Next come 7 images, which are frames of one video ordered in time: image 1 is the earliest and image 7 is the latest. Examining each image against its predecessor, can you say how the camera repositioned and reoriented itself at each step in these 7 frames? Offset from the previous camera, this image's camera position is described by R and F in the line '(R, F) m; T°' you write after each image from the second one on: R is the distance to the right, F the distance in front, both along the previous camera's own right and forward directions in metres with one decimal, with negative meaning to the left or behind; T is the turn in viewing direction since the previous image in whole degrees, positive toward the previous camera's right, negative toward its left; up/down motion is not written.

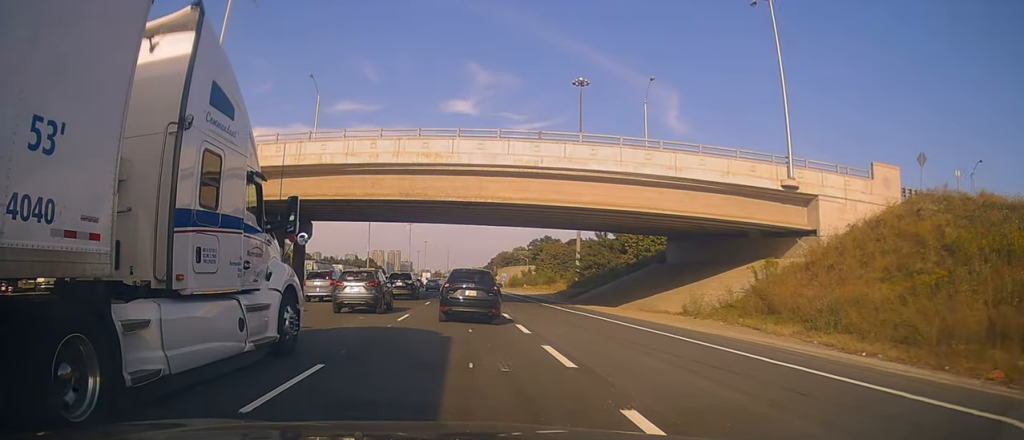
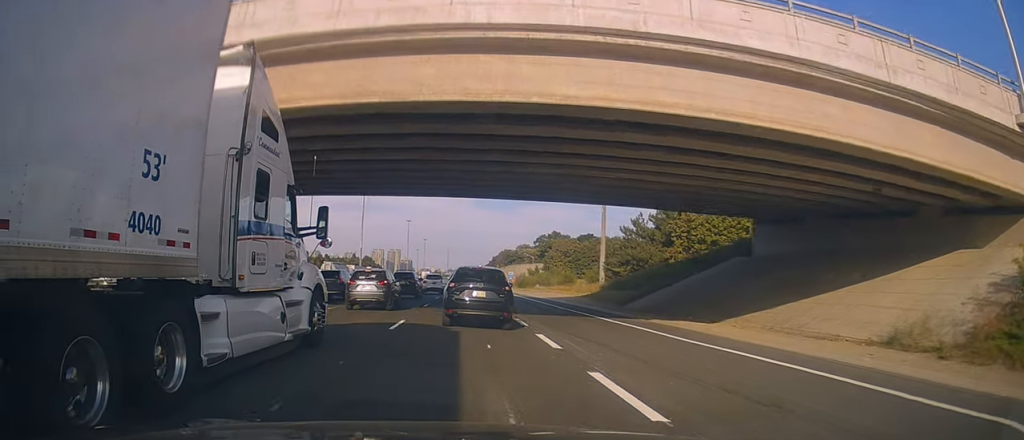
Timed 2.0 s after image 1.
(-0.8, +16.9) m; -4°
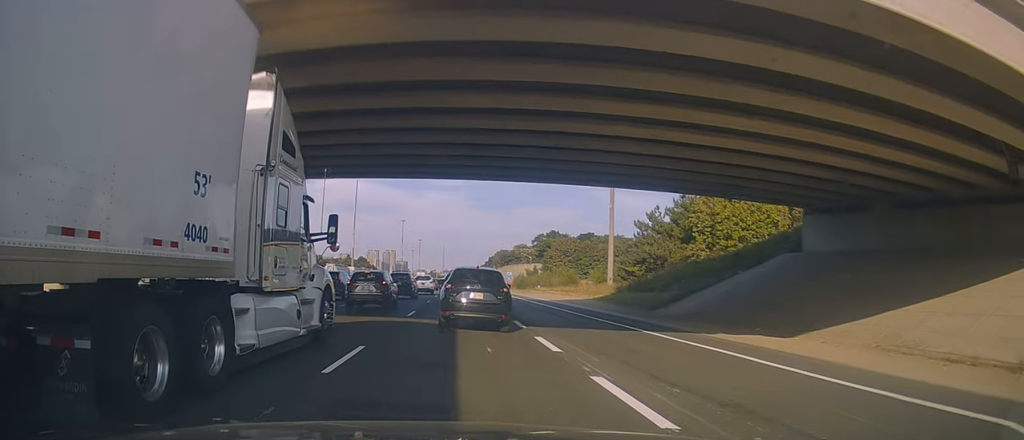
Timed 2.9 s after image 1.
(+0.3, +6.8) m; +5°
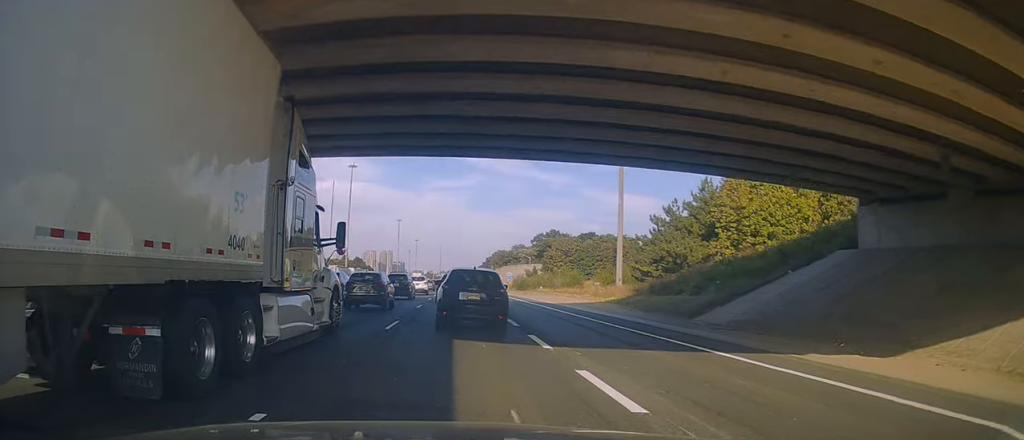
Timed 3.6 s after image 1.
(+0.4, +5.6) m; +1°
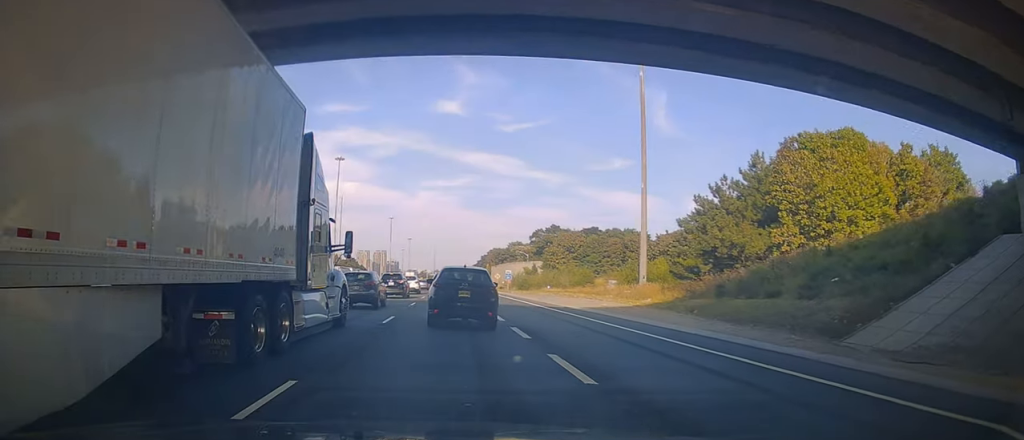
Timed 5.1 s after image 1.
(-0.3, +10.4) m; 0°
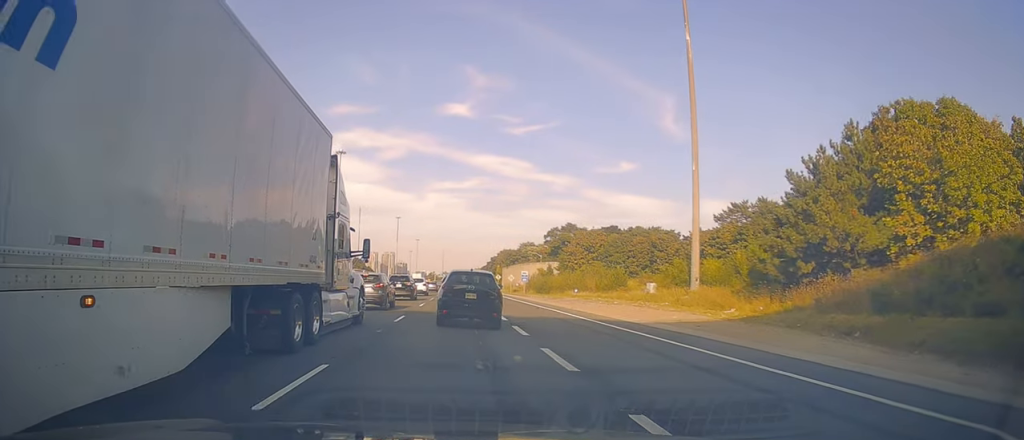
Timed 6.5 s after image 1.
(-0.2, +9.9) m; -2°
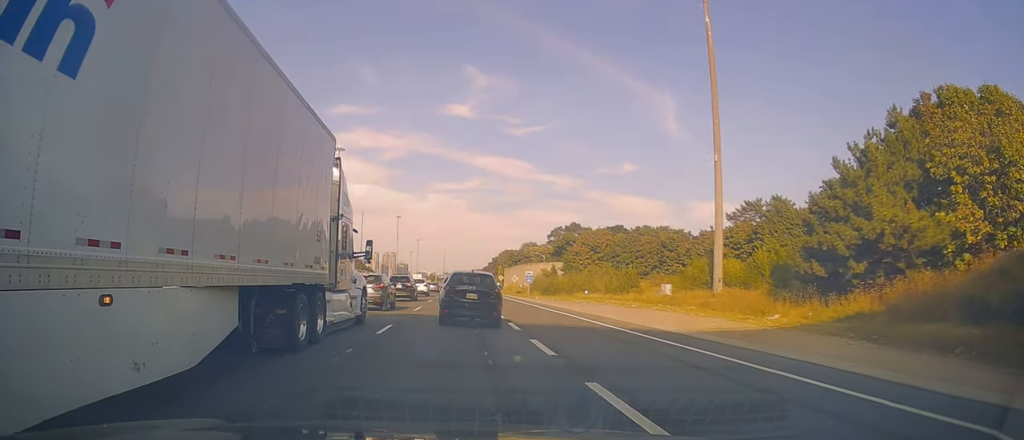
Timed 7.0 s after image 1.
(+0.1, +3.7) m; -1°
